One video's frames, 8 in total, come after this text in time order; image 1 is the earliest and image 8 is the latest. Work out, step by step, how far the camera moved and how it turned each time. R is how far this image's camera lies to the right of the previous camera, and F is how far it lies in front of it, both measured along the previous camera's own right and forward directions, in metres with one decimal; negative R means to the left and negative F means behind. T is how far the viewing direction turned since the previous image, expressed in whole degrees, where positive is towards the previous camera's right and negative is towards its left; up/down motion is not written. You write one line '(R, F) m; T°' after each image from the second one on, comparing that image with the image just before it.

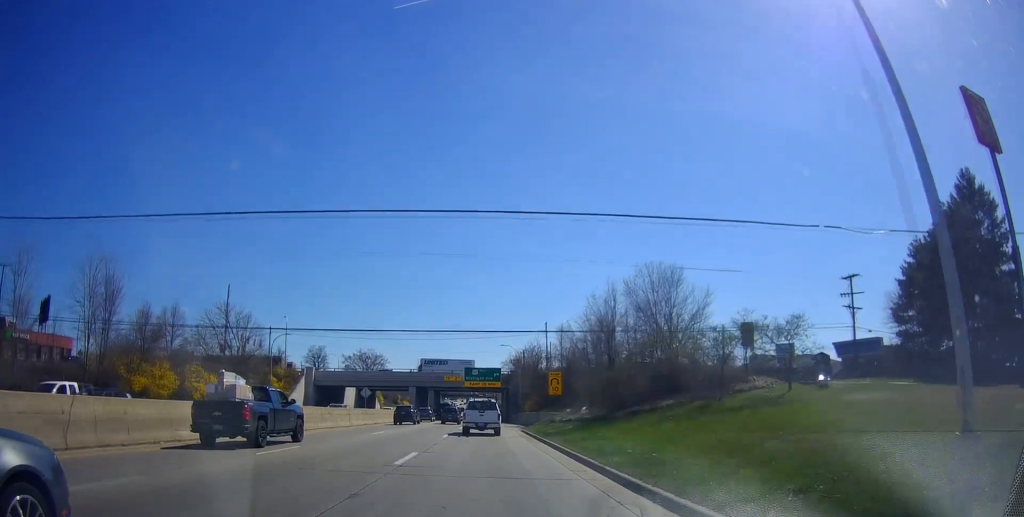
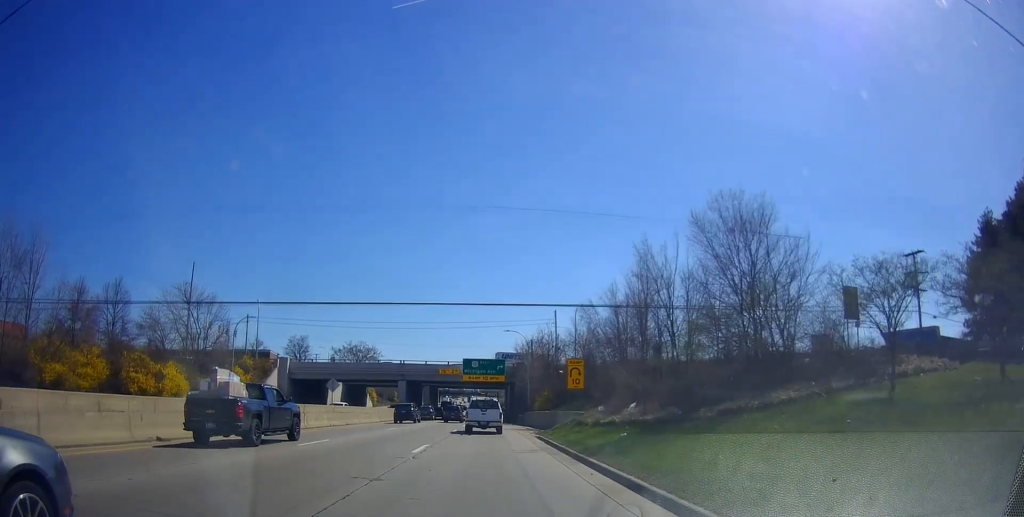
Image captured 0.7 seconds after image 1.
(+0.3, +11.7) m; -1°
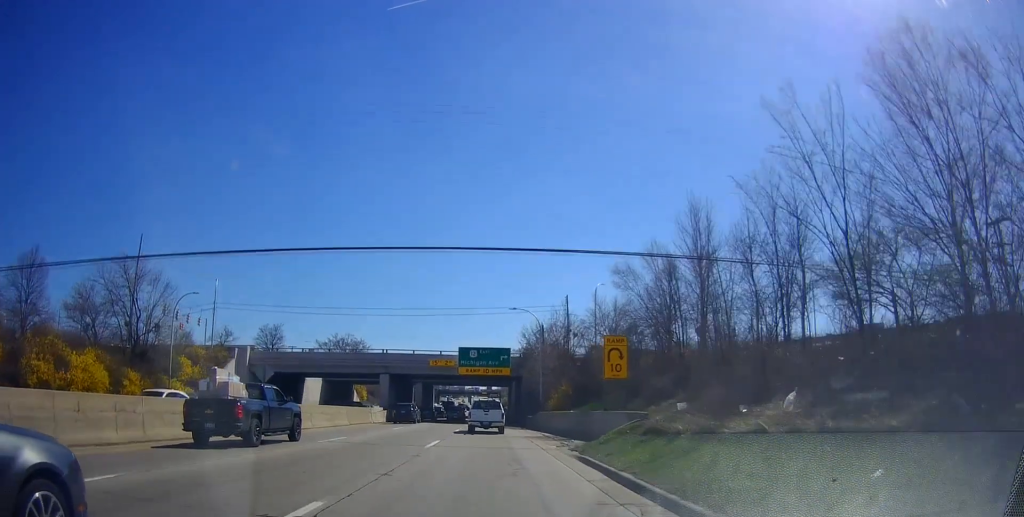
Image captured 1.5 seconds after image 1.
(-0.7, +13.1) m; -1°
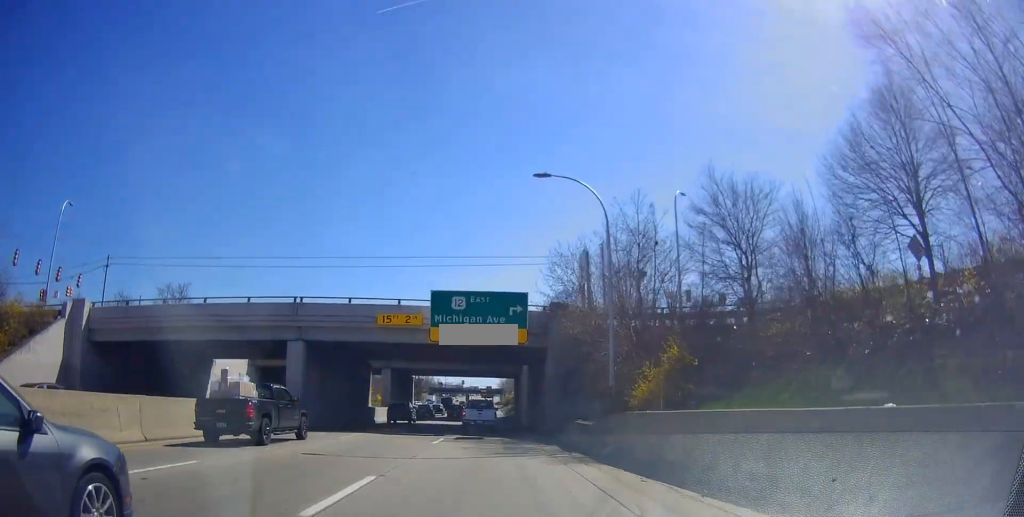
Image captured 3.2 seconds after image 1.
(+0.2, +27.8) m; 0°
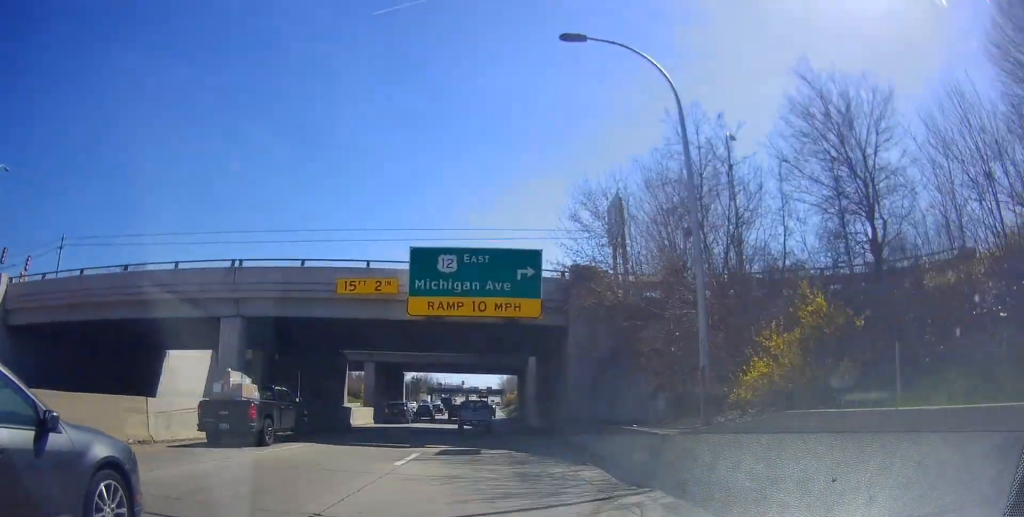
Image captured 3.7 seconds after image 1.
(-0.2, +8.6) m; 0°
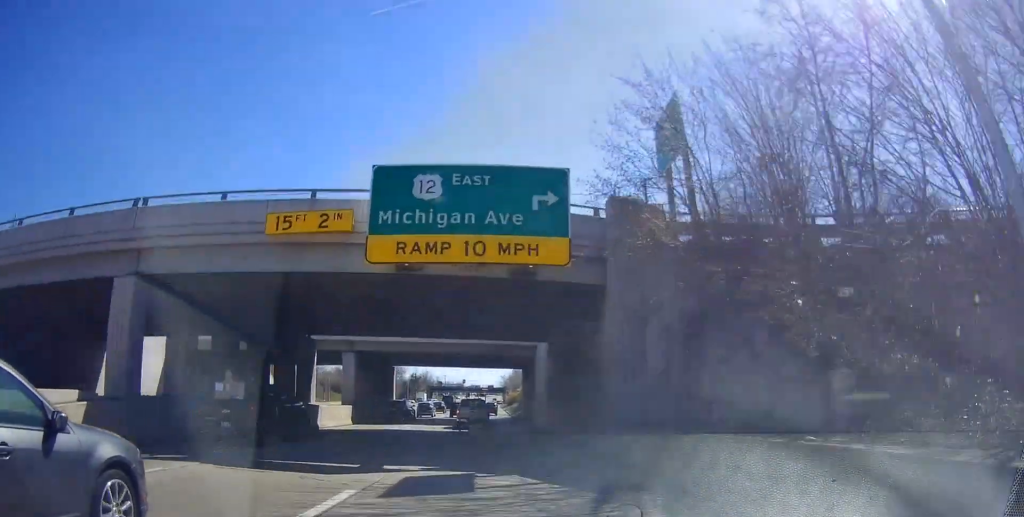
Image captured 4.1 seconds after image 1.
(+0.2, +8.3) m; 0°
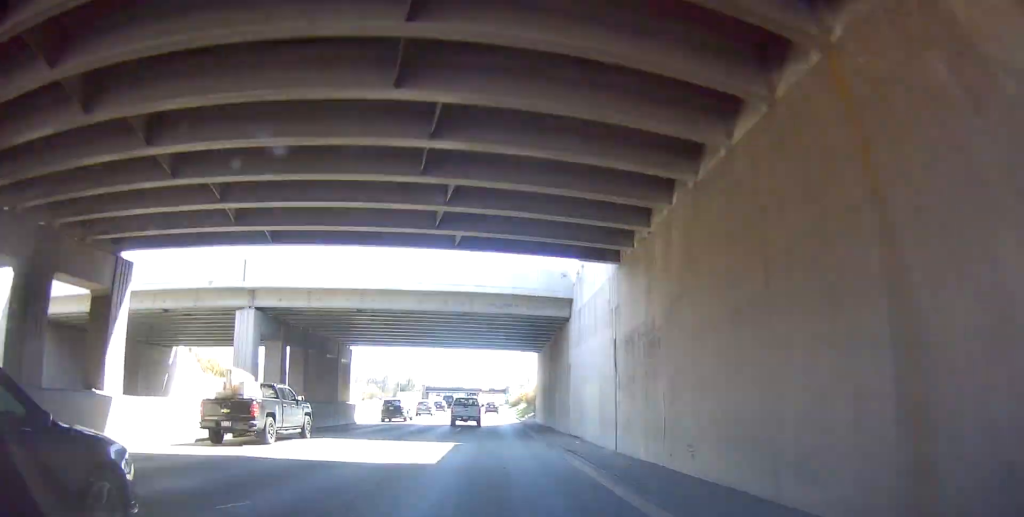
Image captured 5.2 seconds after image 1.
(0.0, +19.7) m; -1°
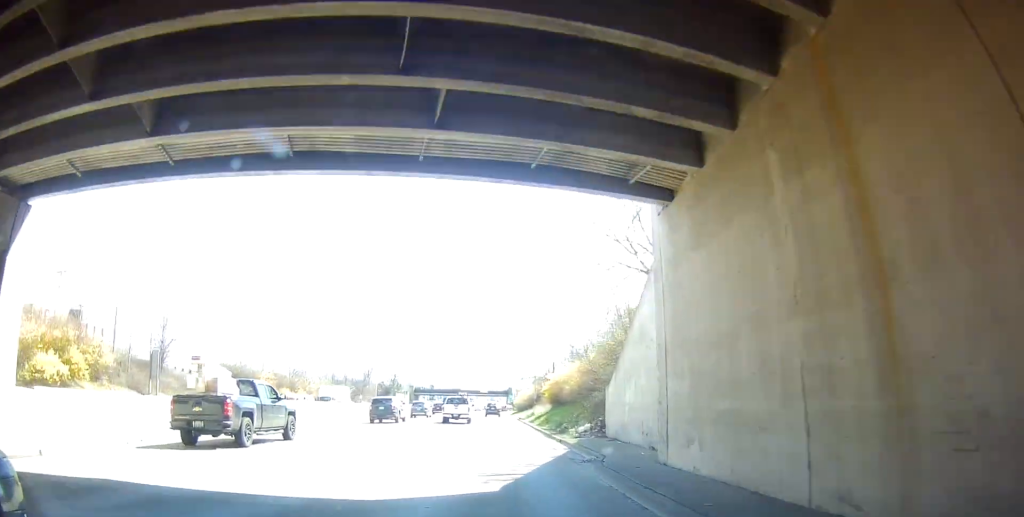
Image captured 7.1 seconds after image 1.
(-0.7, +33.1) m; 0°
